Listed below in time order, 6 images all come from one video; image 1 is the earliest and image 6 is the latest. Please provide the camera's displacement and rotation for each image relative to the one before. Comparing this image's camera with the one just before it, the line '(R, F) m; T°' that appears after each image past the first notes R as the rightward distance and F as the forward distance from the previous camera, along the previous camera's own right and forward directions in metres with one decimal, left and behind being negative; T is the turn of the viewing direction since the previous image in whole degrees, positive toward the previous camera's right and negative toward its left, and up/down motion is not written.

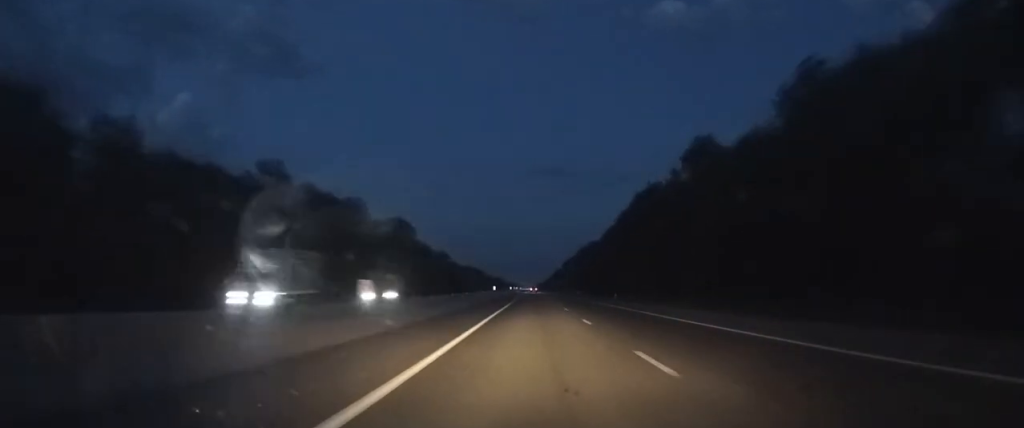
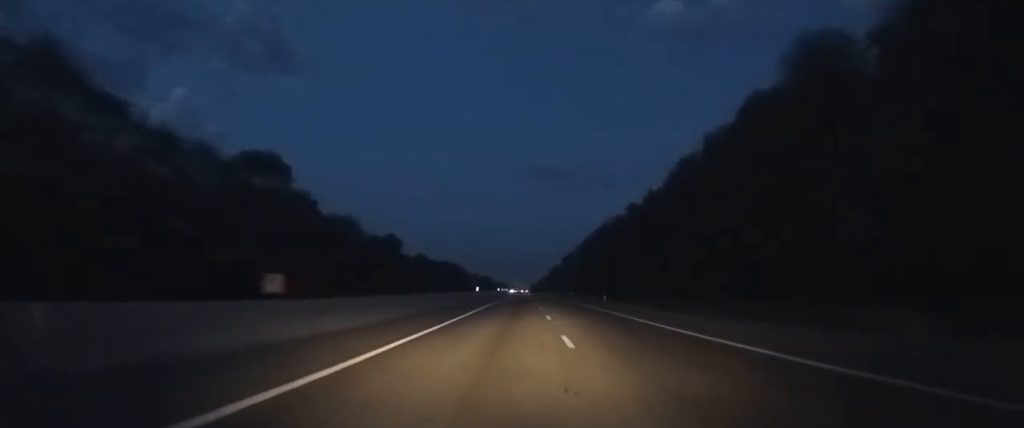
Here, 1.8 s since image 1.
(+0.1, +54.7) m; 0°
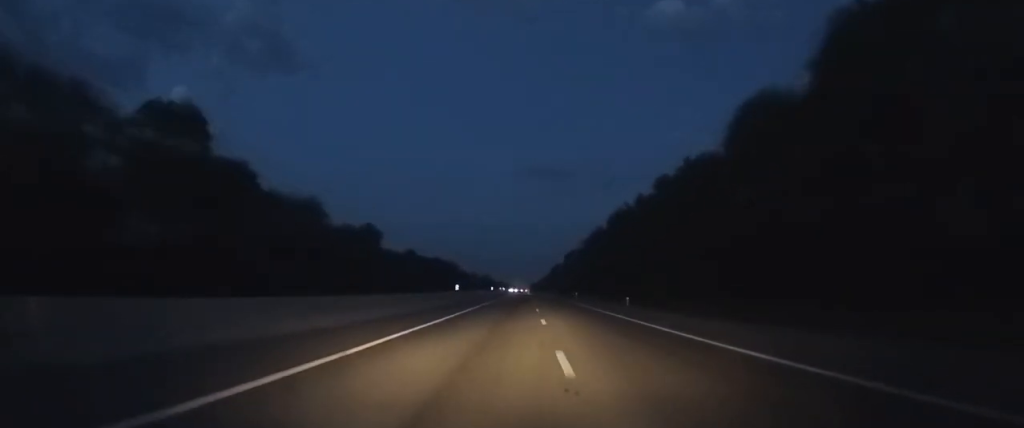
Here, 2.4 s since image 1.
(0.0, +15.9) m; 0°
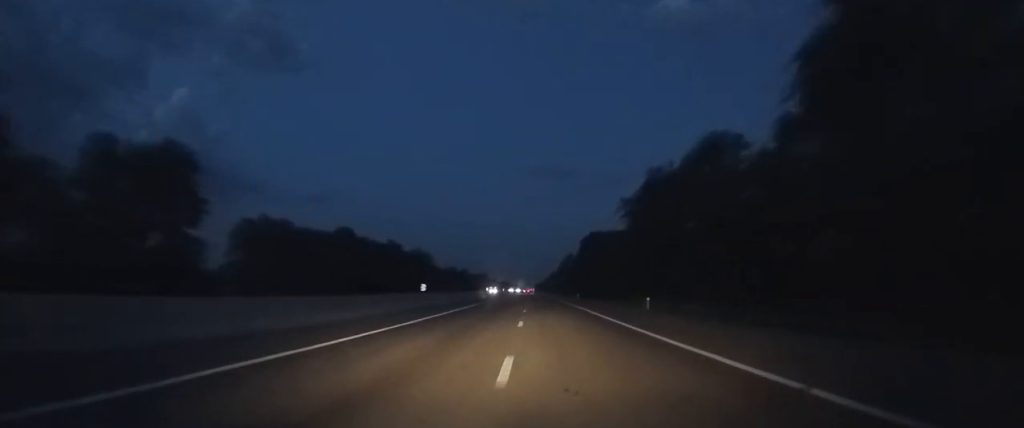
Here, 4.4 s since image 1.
(0.0, +60.1) m; 0°
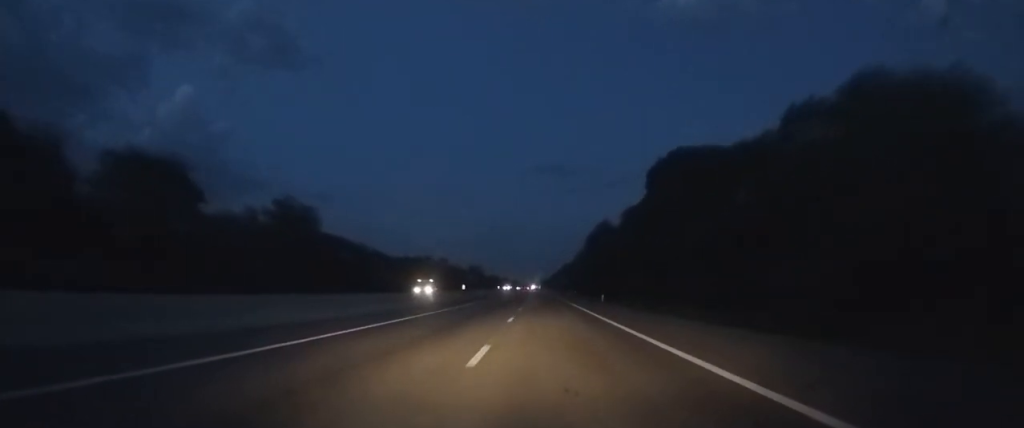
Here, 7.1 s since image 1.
(-0.4, +82.0) m; -1°
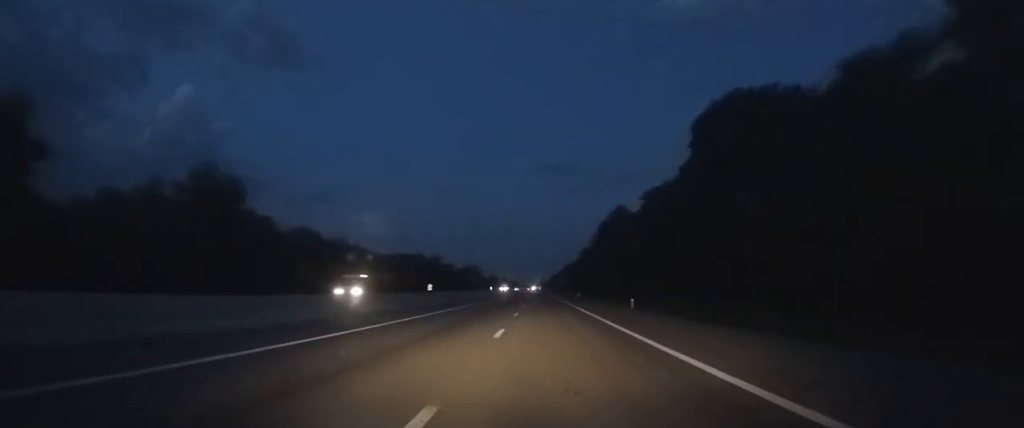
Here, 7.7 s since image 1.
(0.0, +18.3) m; 0°
